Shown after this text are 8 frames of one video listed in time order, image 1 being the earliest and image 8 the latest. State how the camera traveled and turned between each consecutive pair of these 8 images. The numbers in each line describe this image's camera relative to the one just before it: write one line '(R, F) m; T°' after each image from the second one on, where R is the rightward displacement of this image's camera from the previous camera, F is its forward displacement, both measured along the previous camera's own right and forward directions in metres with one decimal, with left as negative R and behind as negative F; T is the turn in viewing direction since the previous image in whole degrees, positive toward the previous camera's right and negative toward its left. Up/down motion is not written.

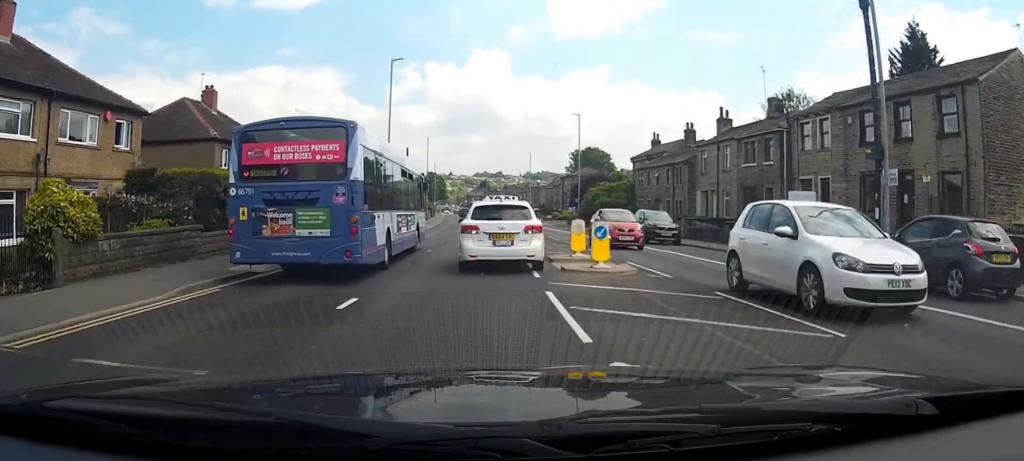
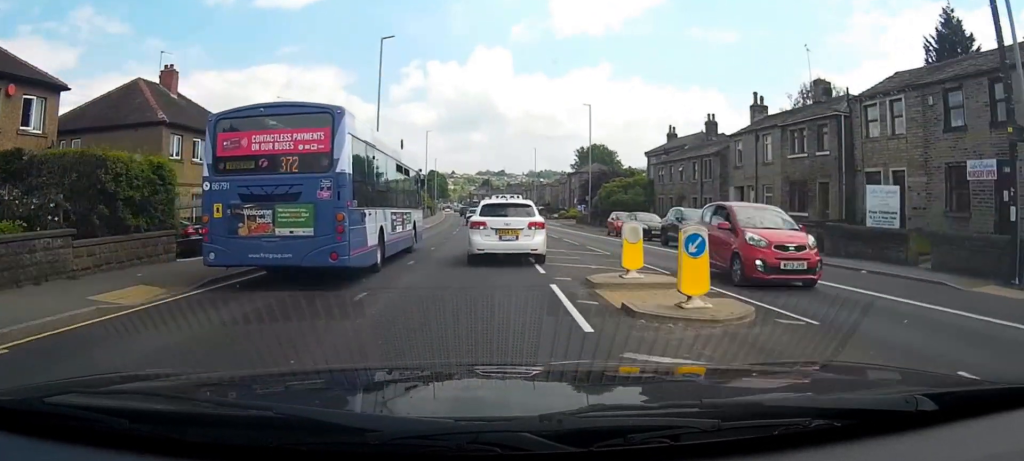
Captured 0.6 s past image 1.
(0.0, +5.6) m; 0°
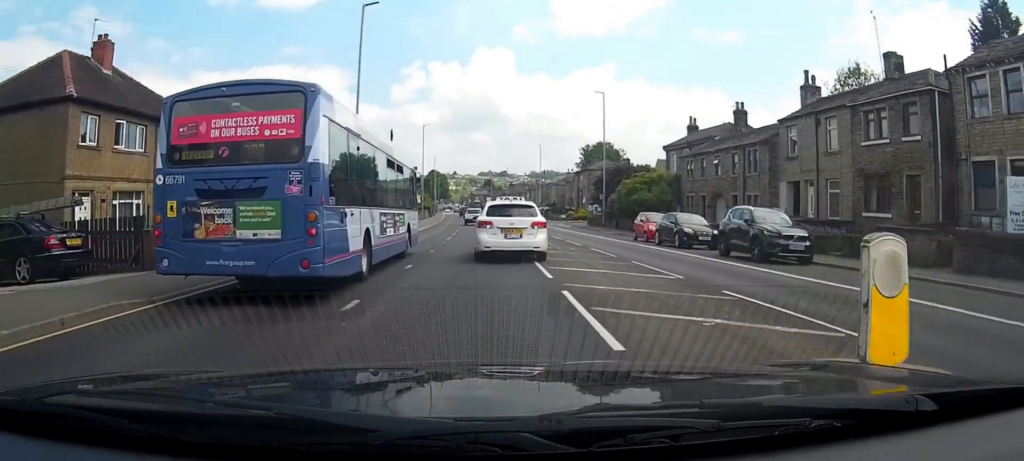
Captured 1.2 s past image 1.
(0.0, +6.5) m; 0°
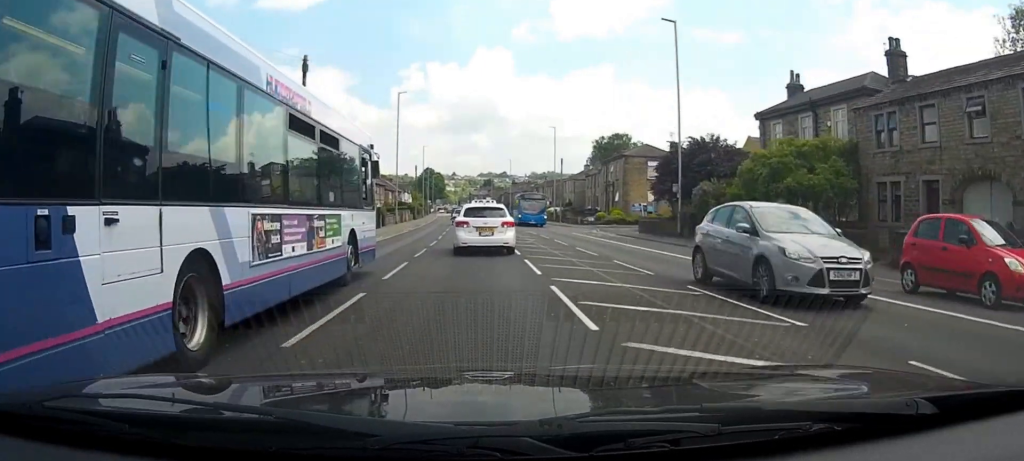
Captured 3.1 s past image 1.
(+0.1, +21.3) m; +1°
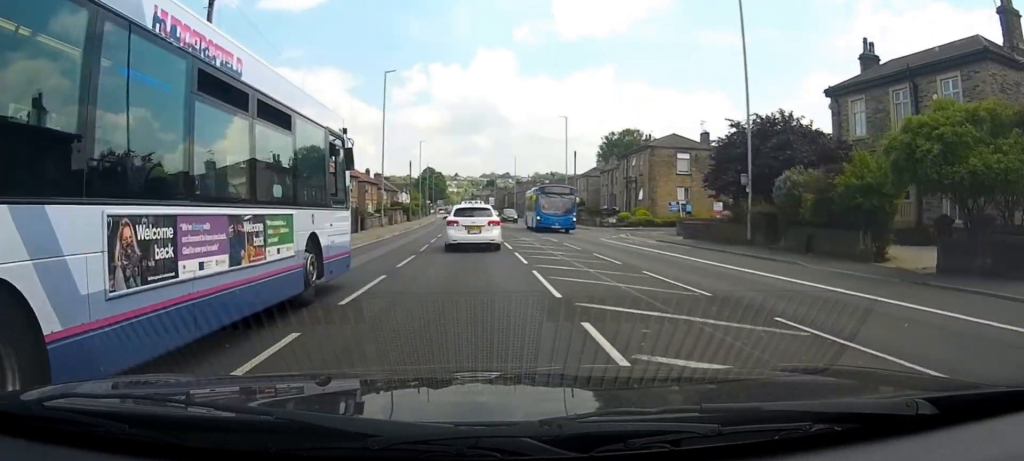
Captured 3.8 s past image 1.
(0.0, +9.0) m; 0°
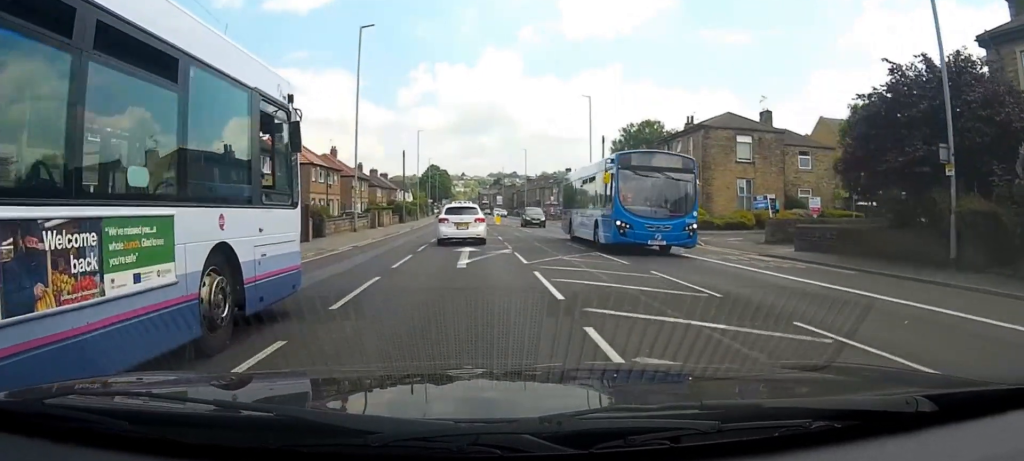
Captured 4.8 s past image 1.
(-0.1, +12.1) m; -2°
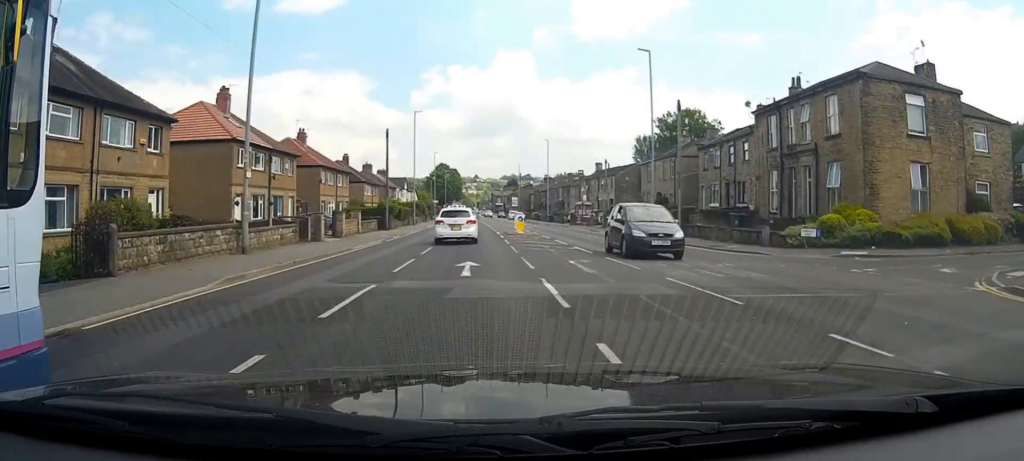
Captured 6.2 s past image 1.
(-0.5, +17.7) m; -1°
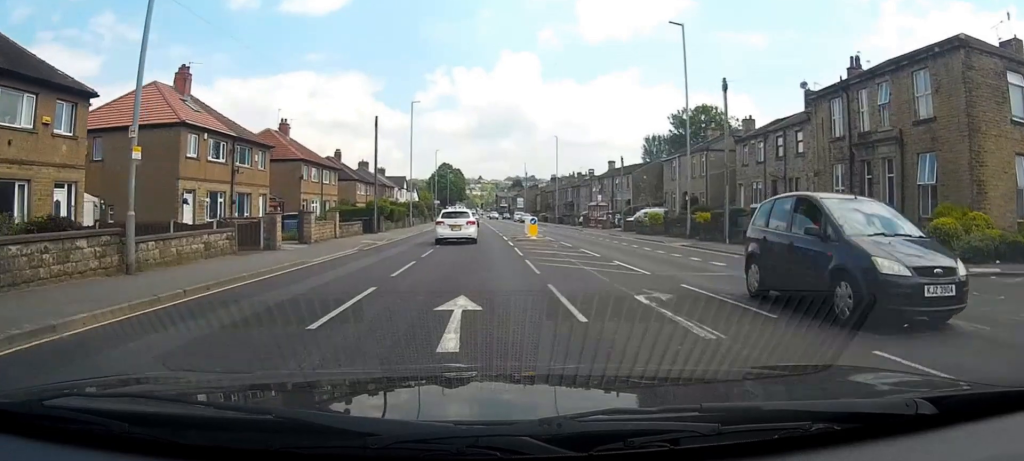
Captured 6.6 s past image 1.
(0.0, +6.2) m; 0°
